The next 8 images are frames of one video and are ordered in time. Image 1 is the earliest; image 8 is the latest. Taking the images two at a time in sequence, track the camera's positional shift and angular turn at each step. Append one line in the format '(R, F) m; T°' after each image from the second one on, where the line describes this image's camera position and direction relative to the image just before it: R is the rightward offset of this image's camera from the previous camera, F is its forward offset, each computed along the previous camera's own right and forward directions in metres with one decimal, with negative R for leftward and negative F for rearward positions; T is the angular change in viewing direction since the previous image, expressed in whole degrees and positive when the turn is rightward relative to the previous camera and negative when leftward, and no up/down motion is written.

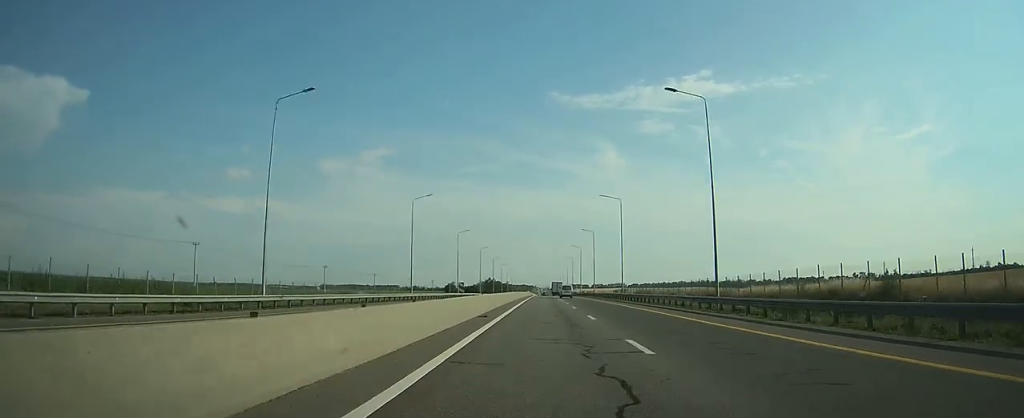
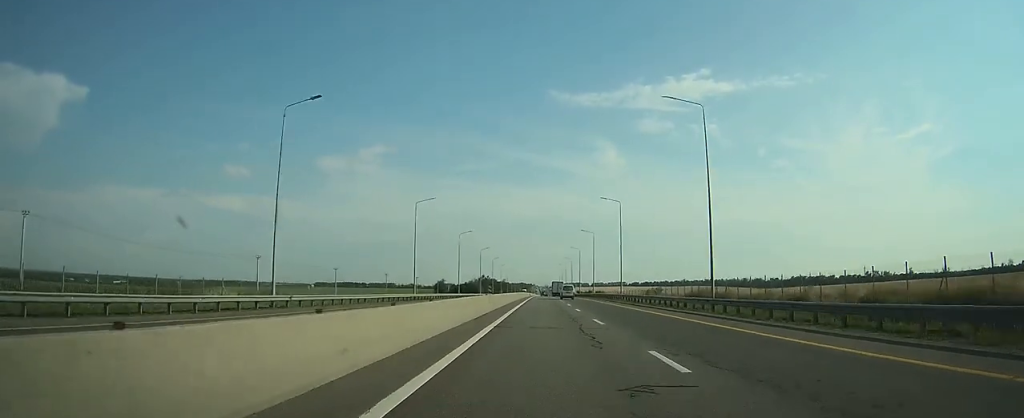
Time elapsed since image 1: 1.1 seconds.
(0.0, +38.5) m; 0°
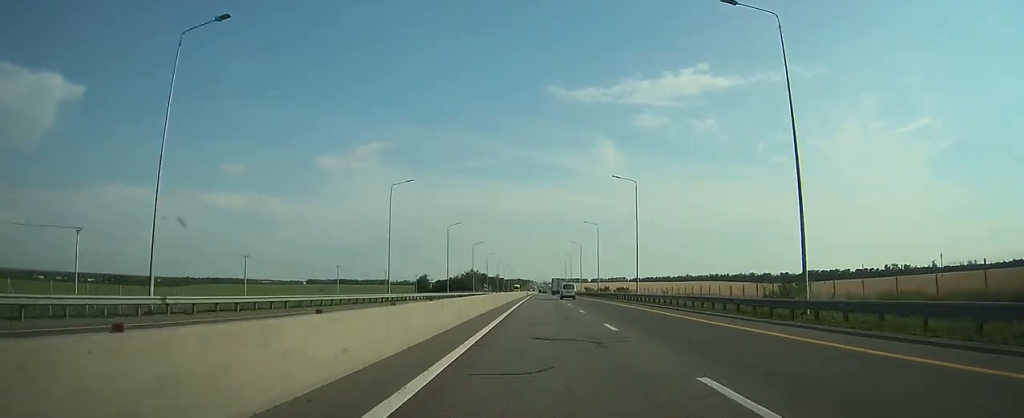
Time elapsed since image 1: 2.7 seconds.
(0.0, +52.2) m; 0°
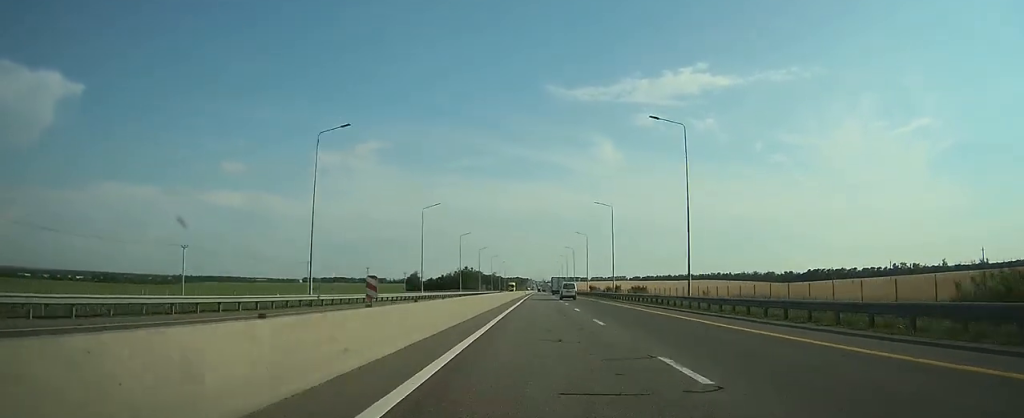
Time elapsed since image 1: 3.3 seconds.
(0.0, +21.6) m; 0°
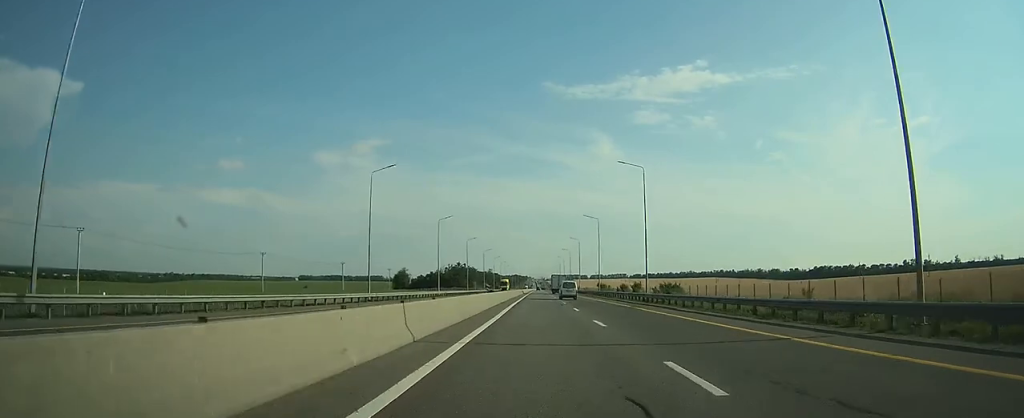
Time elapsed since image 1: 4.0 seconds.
(0.0, +25.0) m; 0°
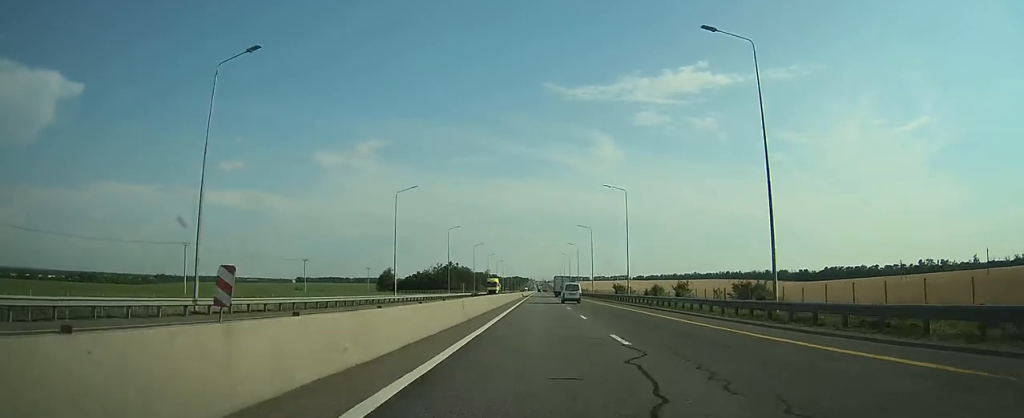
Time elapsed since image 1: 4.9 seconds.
(0.0, +29.6) m; 0°
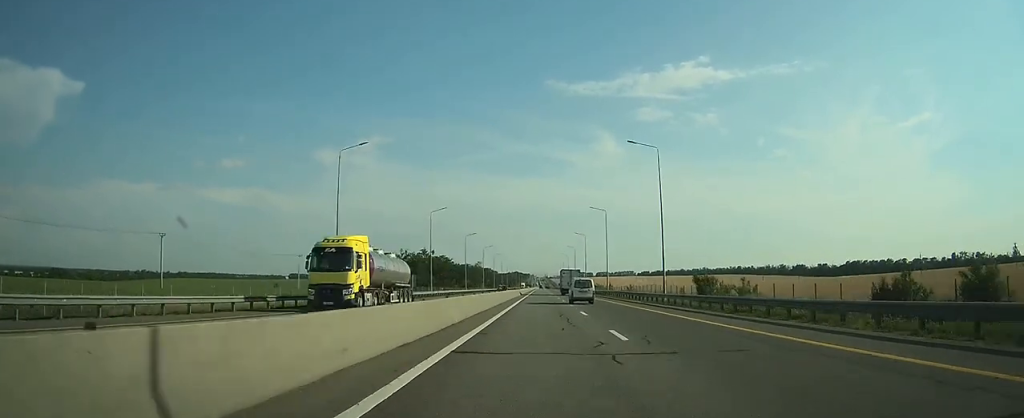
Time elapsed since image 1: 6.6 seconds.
(0.0, +59.7) m; 0°
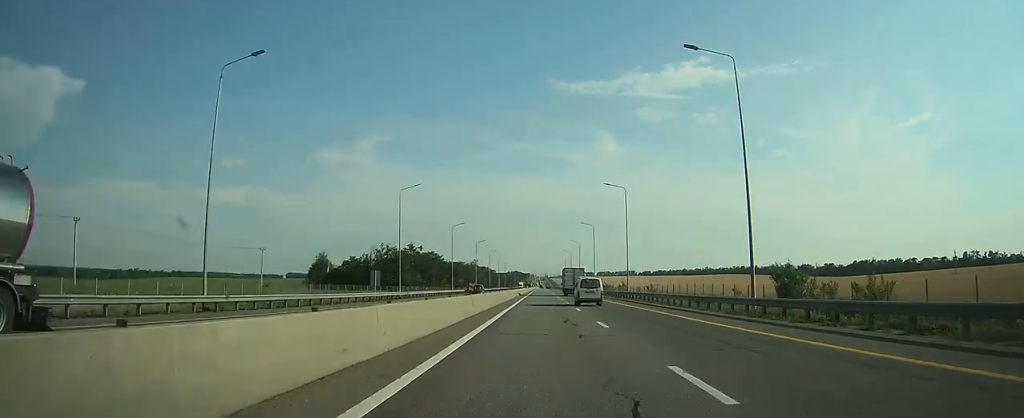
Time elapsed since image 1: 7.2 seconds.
(0.0, +19.7) m; 0°
